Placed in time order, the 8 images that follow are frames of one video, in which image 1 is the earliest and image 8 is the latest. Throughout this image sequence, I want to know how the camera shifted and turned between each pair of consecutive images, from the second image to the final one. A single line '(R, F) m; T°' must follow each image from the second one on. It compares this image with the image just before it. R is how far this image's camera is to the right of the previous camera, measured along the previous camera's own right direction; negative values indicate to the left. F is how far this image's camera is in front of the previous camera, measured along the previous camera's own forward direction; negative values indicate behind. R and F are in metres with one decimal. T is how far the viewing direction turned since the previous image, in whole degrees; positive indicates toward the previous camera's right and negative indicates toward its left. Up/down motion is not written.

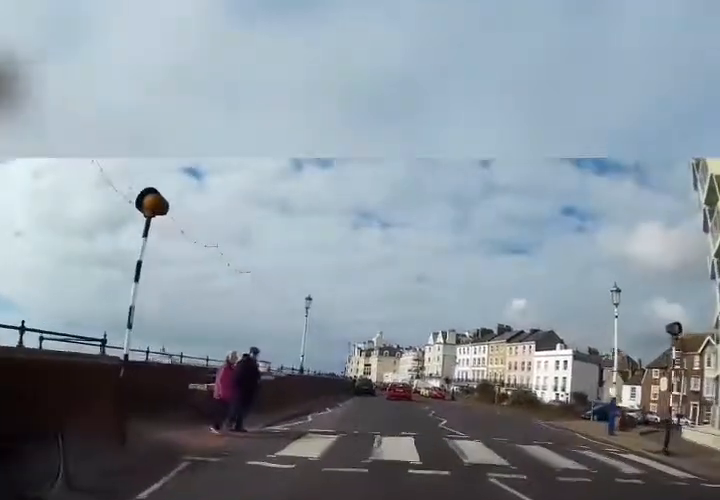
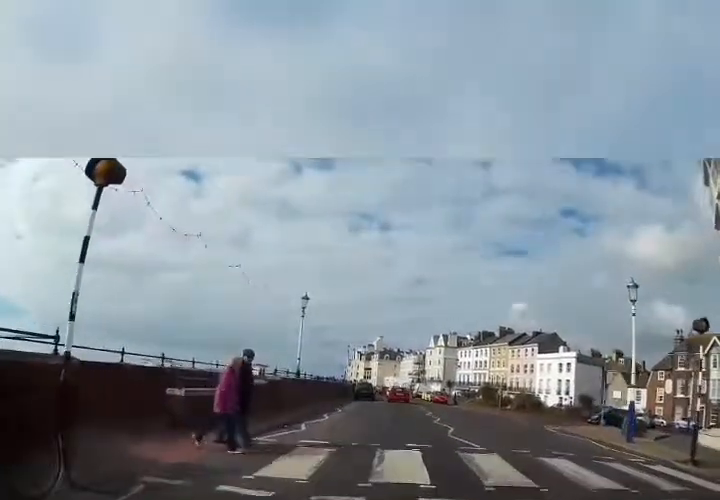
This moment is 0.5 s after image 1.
(0.0, +1.6) m; -1°
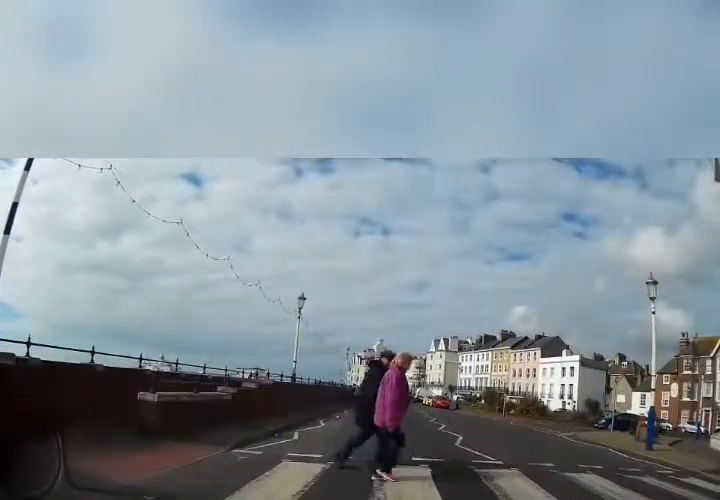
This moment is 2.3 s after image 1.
(-0.1, +1.9) m; -1°
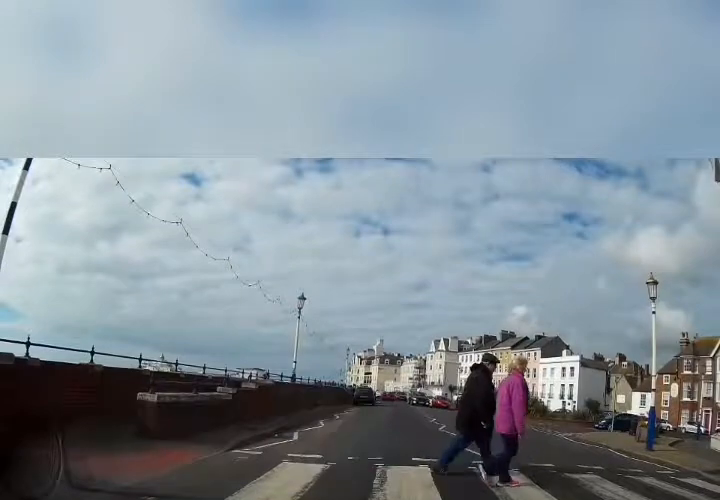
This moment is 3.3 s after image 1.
(0.0, 0.0) m; 0°
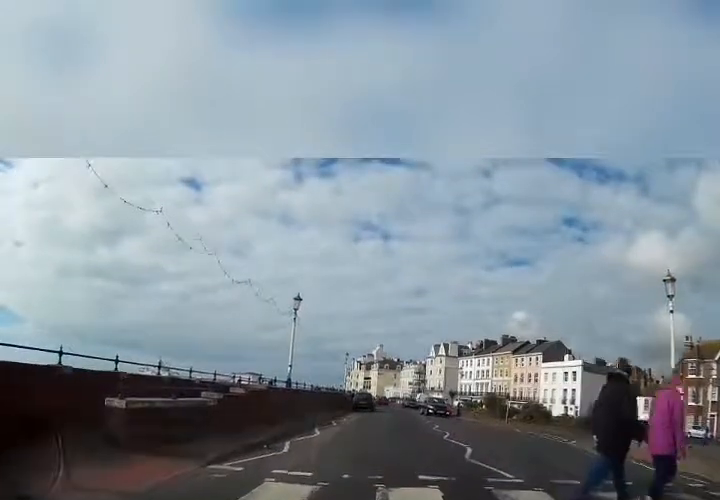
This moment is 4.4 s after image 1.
(-0.1, +1.3) m; -1°
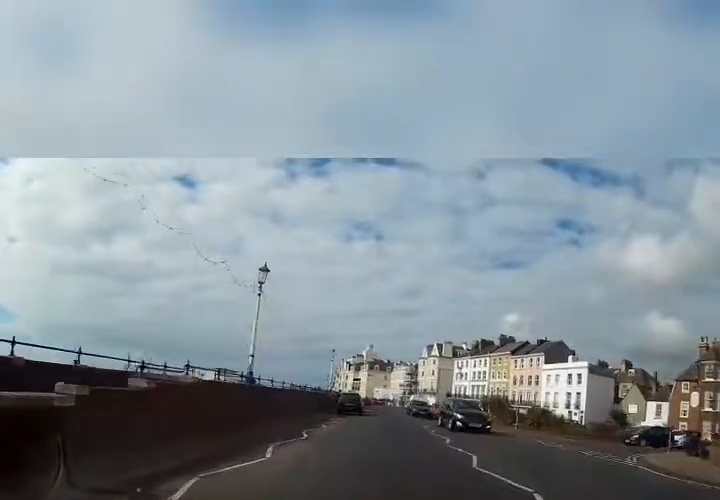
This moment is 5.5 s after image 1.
(0.0, +4.7) m; 0°
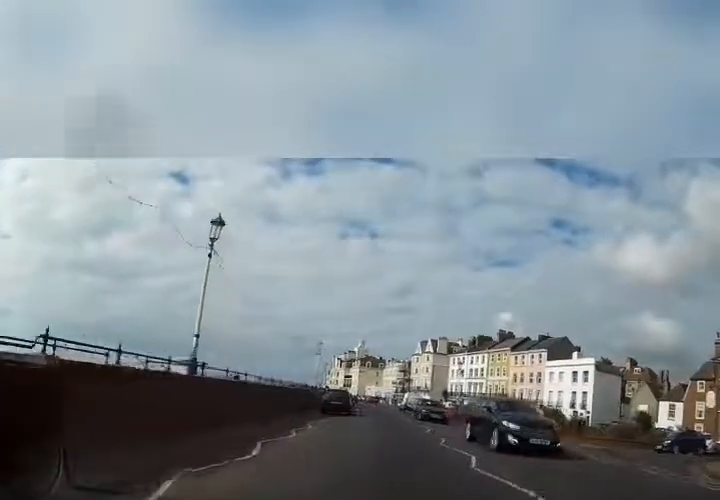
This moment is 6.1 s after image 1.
(0.0, +4.4) m; +2°
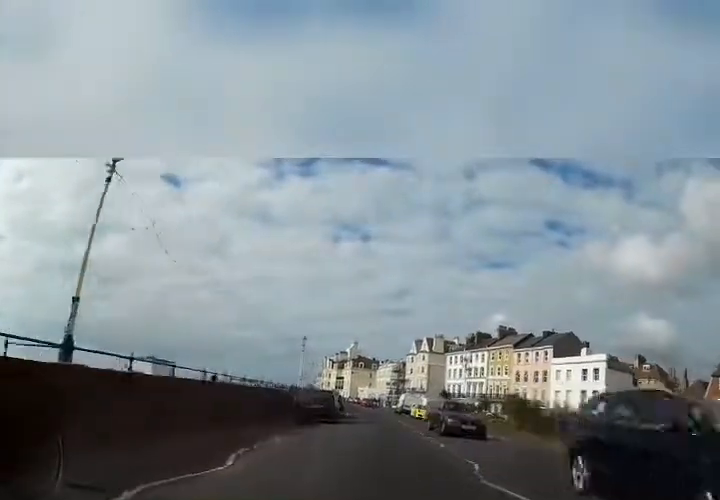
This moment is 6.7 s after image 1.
(-0.1, +4.6) m; +3°
